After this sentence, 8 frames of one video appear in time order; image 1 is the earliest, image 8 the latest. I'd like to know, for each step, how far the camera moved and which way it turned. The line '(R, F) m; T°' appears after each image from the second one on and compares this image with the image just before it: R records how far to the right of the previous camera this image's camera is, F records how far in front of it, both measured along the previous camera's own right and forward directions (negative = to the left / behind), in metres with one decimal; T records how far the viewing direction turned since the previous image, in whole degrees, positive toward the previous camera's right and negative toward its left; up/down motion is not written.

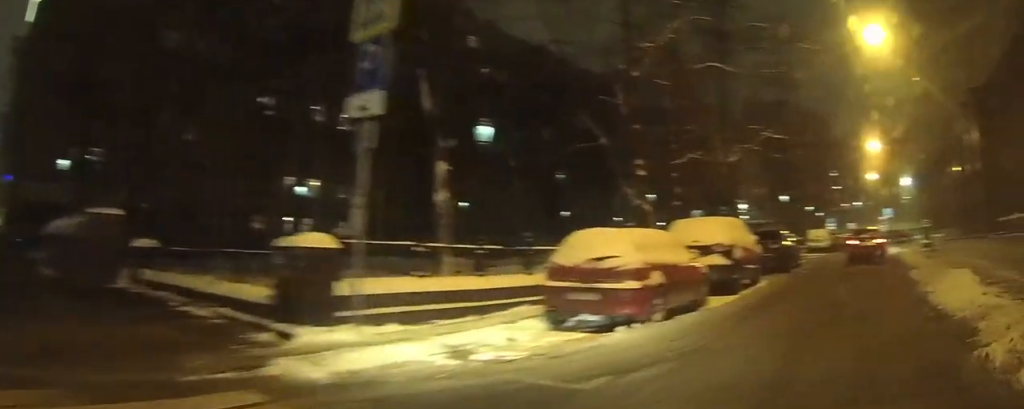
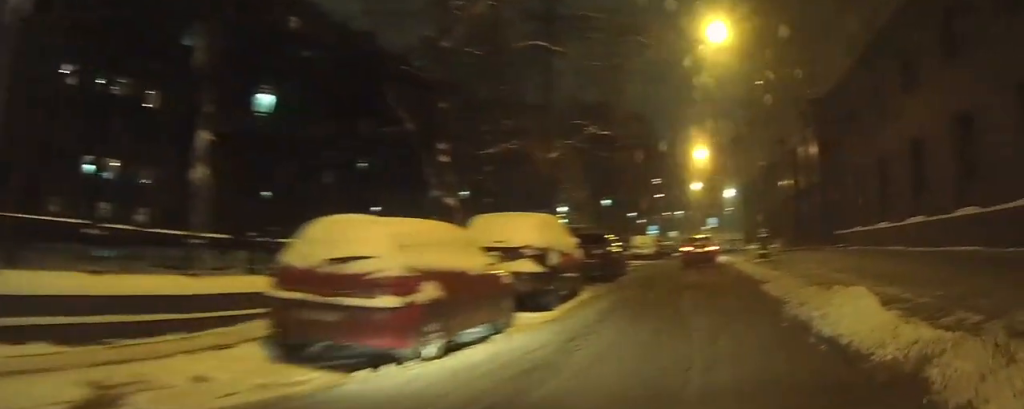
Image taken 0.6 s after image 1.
(+0.6, +2.3) m; +17°
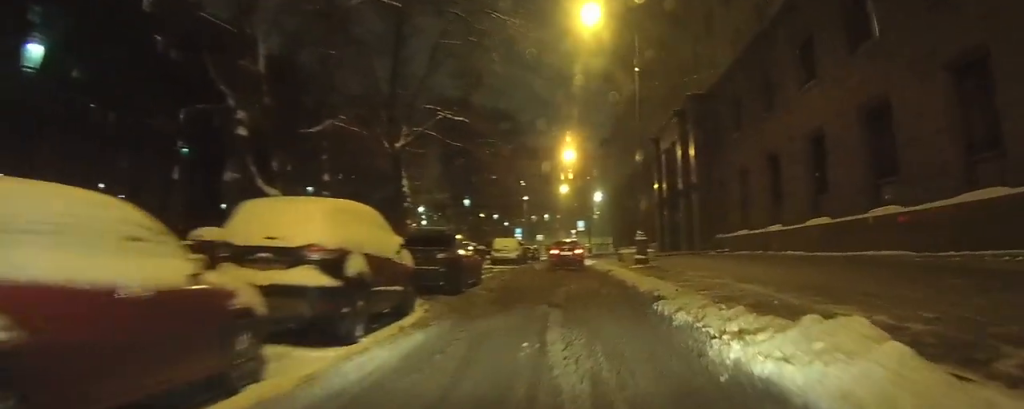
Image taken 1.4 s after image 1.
(+0.4, +3.0) m; +12°
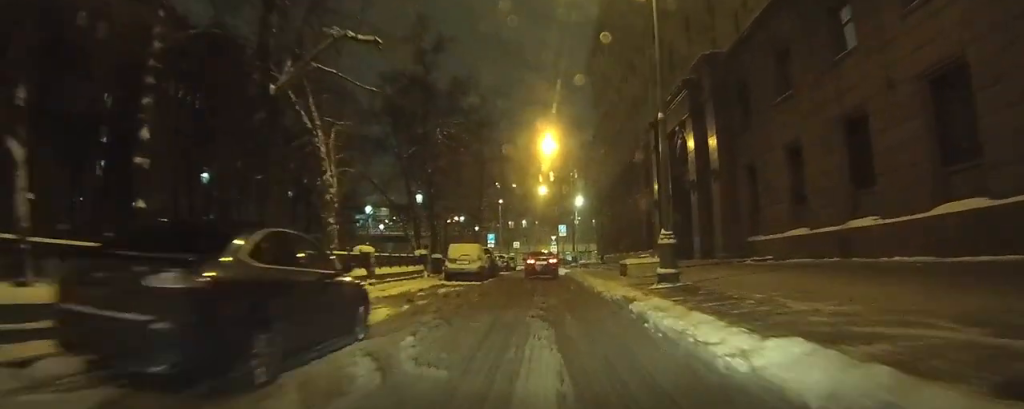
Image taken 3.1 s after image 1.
(+0.5, +9.1) m; +2°
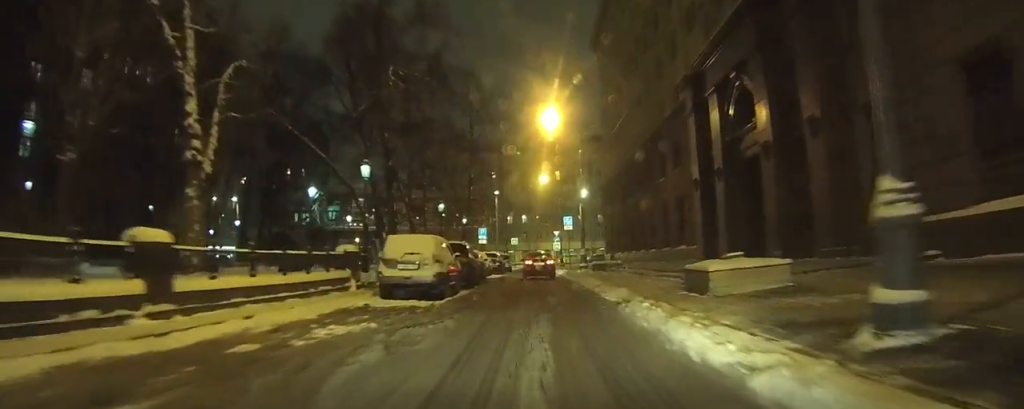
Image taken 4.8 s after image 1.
(-0.1, +11.0) m; -1°
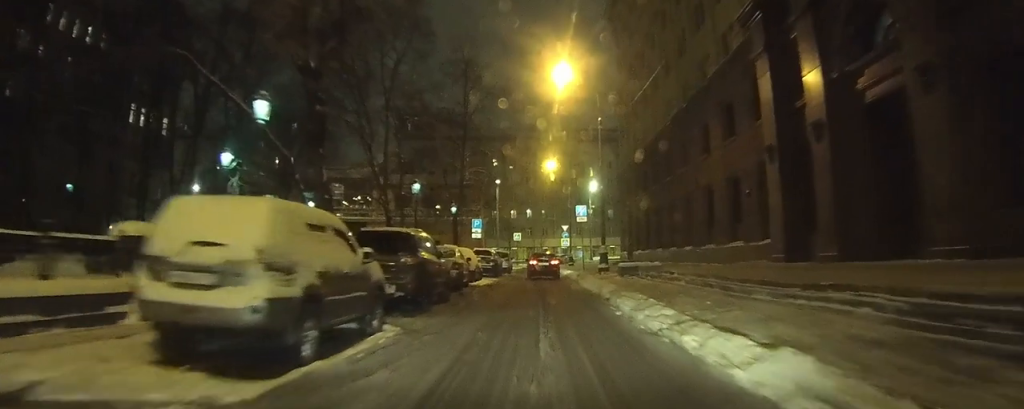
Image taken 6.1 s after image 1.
(-0.1, +10.0) m; -2°
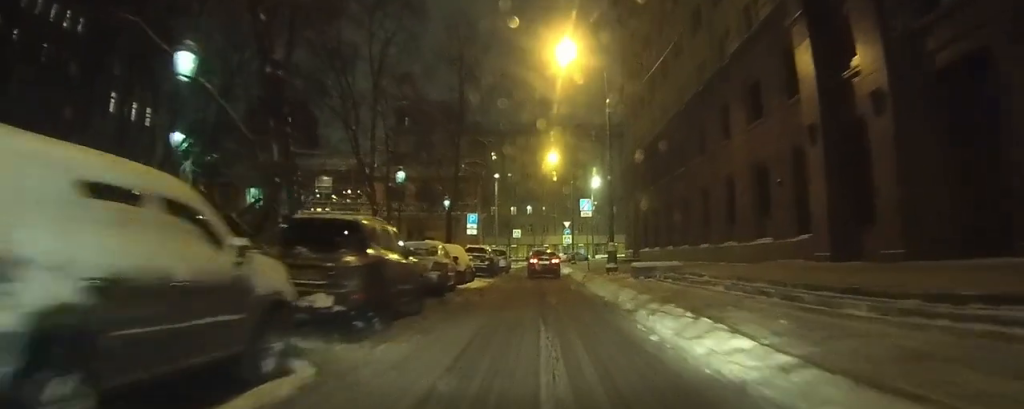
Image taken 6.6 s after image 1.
(-0.1, +3.6) m; 0°
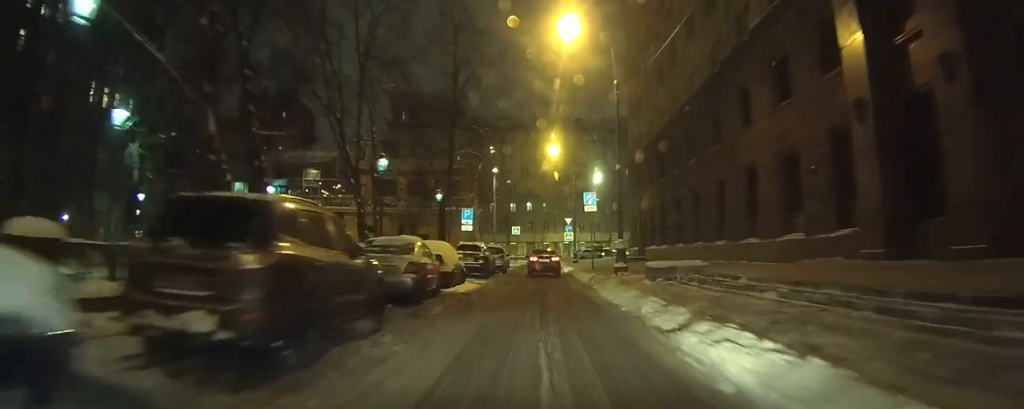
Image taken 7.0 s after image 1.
(-0.1, +3.1) m; 0°
